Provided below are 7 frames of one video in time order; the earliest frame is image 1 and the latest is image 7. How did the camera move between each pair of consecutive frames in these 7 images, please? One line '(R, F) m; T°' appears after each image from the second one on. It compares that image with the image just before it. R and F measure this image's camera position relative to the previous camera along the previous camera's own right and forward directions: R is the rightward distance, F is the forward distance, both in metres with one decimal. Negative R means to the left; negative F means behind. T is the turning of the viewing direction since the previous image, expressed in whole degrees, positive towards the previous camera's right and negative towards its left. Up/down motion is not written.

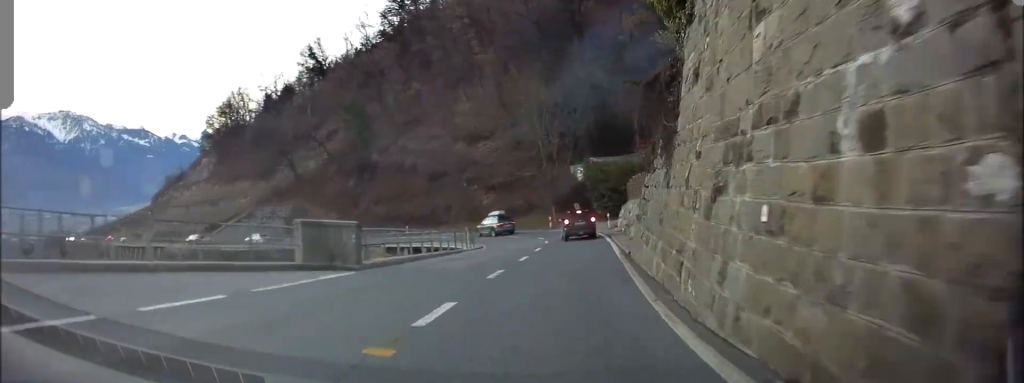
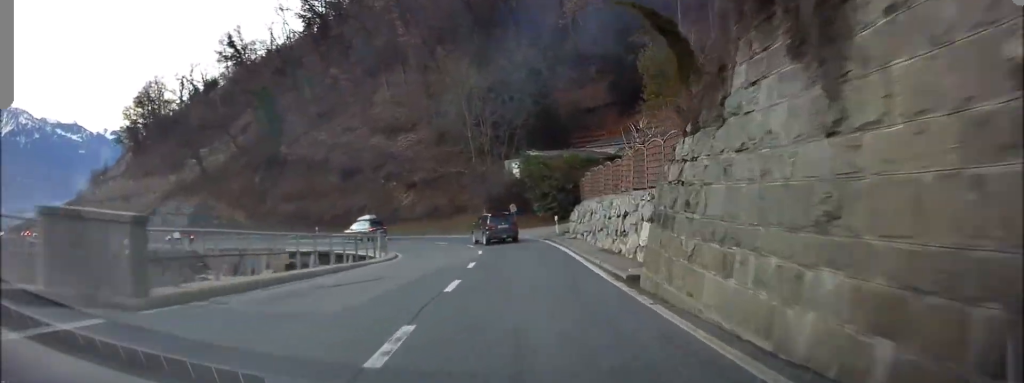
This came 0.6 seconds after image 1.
(+1.0, +8.2) m; +5°
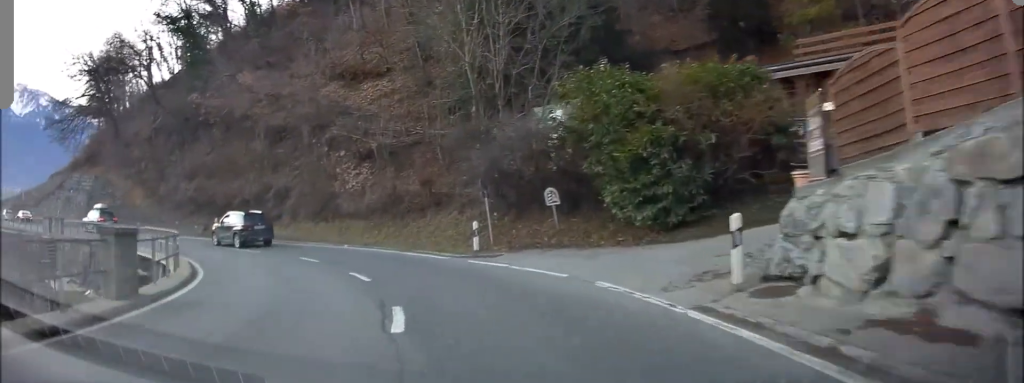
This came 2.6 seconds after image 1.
(-0.6, +23.8) m; -7°
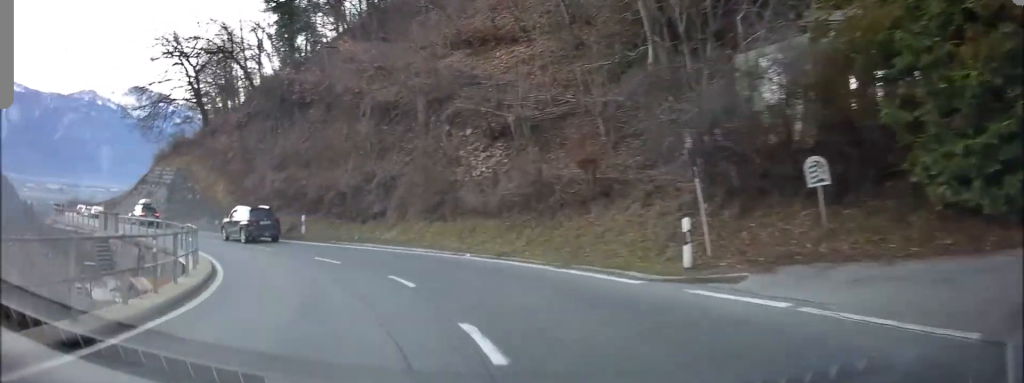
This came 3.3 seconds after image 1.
(-0.9, +7.8) m; -7°
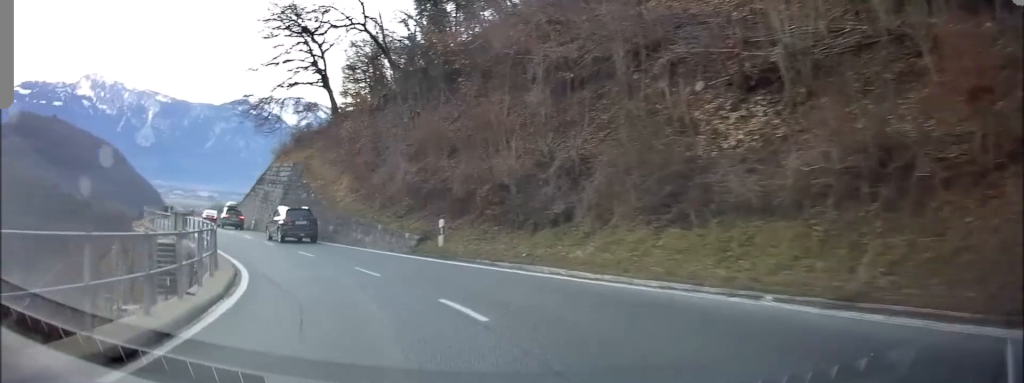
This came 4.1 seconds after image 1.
(-0.6, +10.1) m; -10°
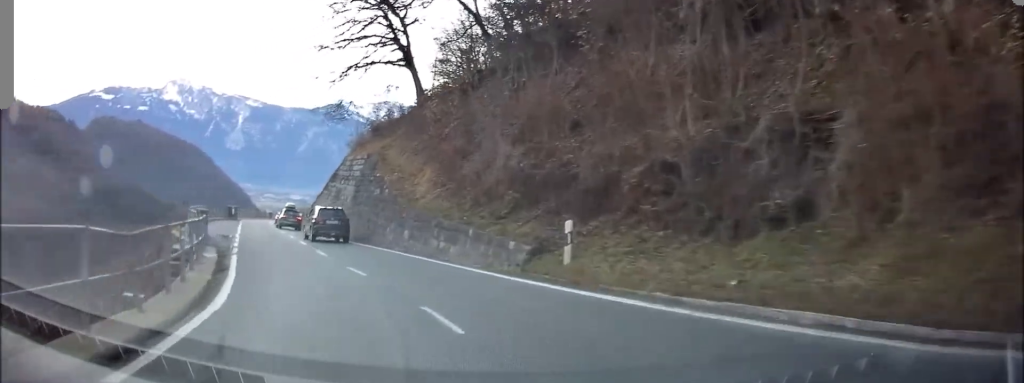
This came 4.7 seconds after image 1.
(-0.2, +7.3) m; -9°
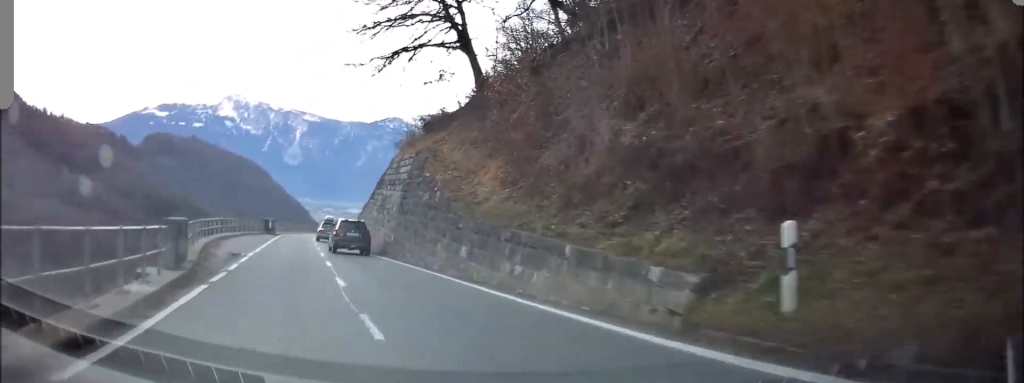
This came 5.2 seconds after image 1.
(-0.9, +6.1) m; -8°
